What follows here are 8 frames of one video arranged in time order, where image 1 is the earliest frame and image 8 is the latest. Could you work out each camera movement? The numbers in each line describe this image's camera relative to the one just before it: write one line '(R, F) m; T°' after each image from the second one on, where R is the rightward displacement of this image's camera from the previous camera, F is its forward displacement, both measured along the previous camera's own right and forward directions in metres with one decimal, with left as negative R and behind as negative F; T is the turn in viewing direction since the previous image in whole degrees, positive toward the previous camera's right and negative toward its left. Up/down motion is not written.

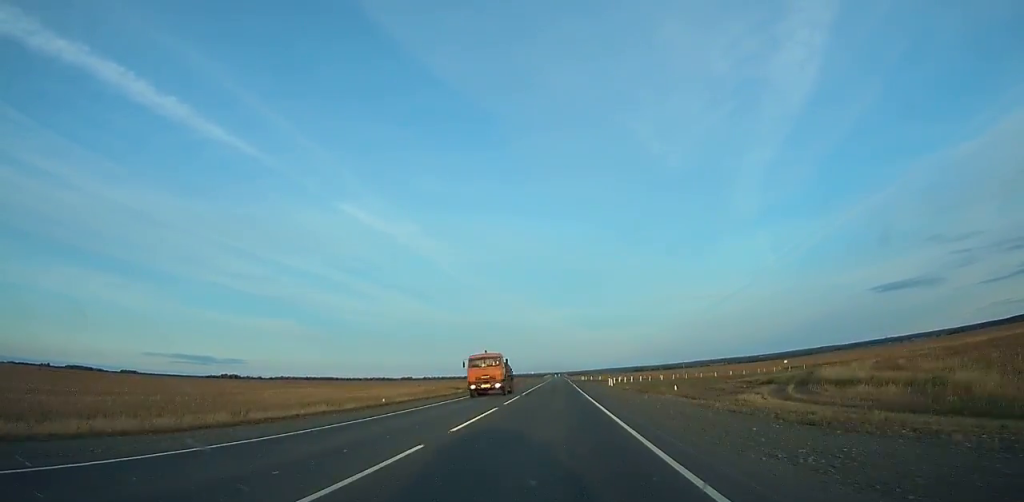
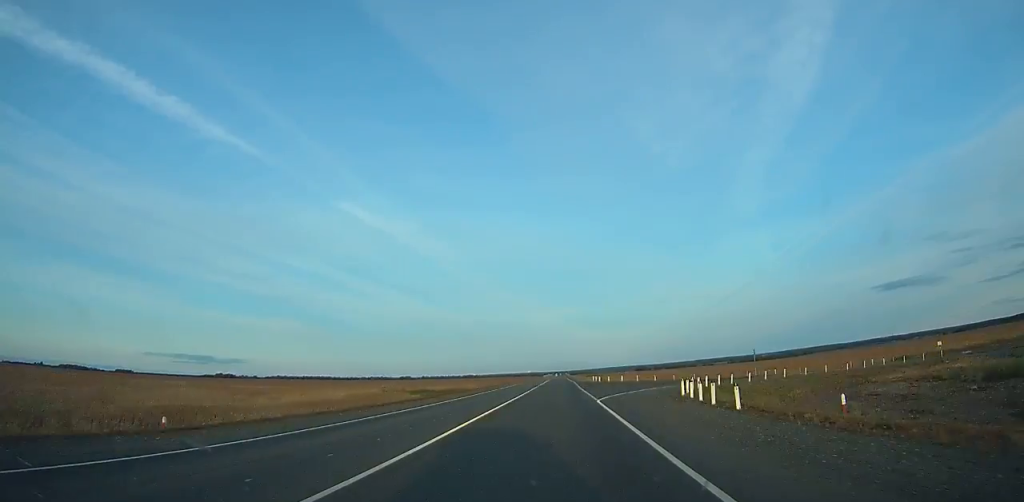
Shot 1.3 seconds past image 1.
(+0.1, +38.1) m; 0°
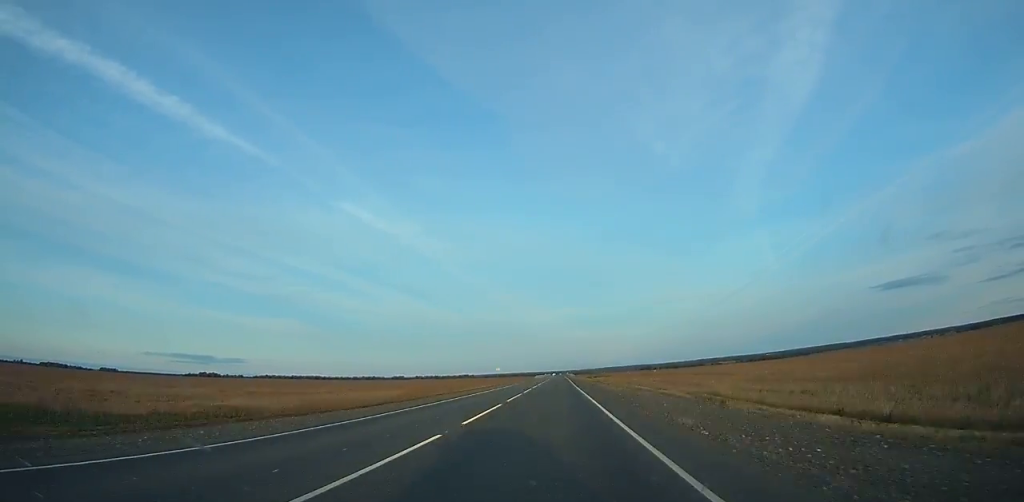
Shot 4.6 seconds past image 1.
(-0.1, +97.5) m; 0°
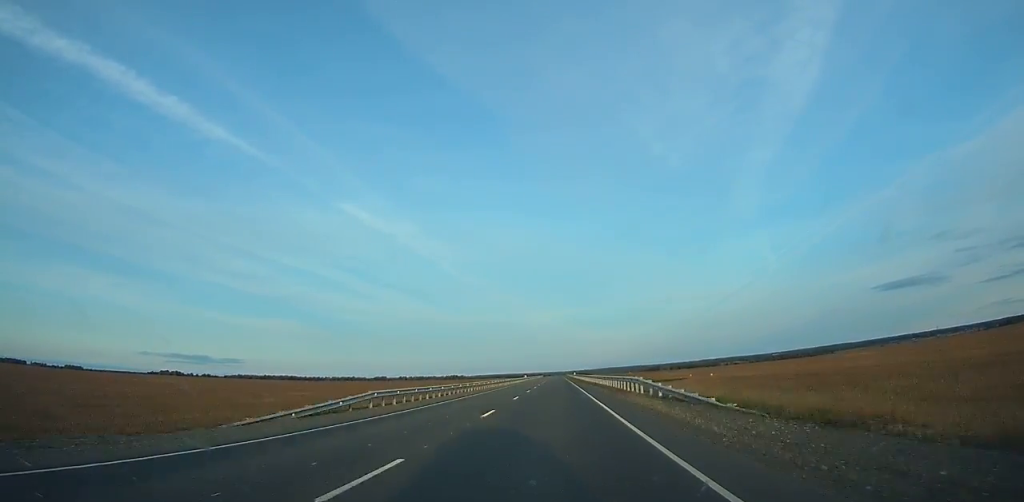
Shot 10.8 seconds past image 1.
(-0.7, +185.3) m; 0°
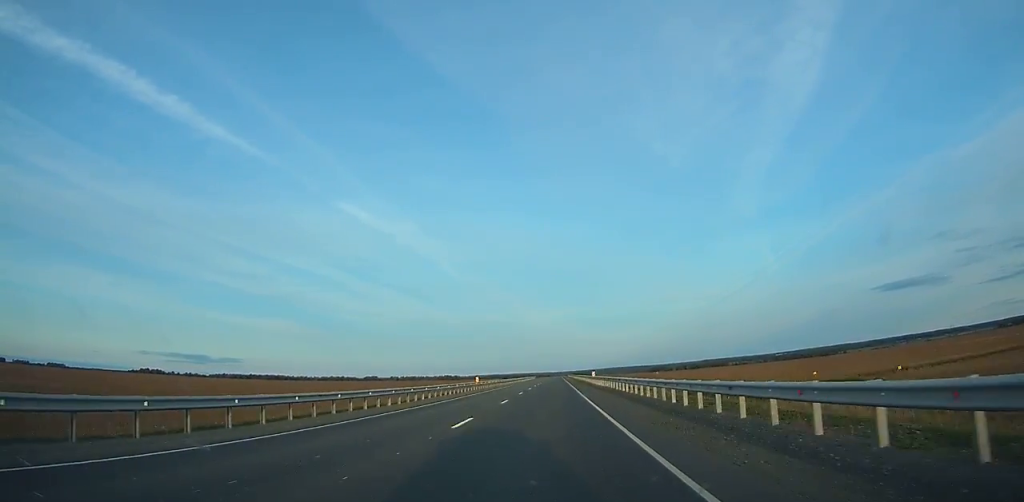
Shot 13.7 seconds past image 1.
(+0.2, +86.8) m; 0°
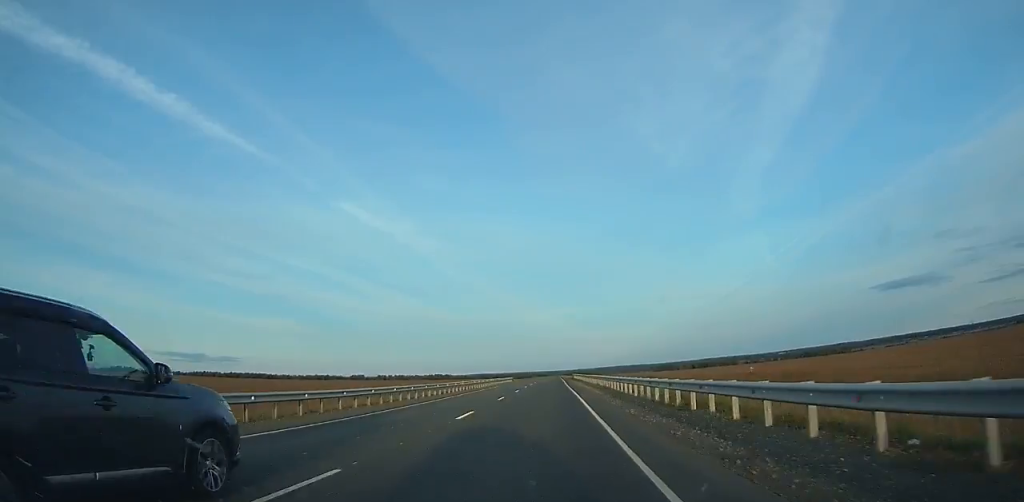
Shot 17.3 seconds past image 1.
(+0.3, +107.4) m; 0°
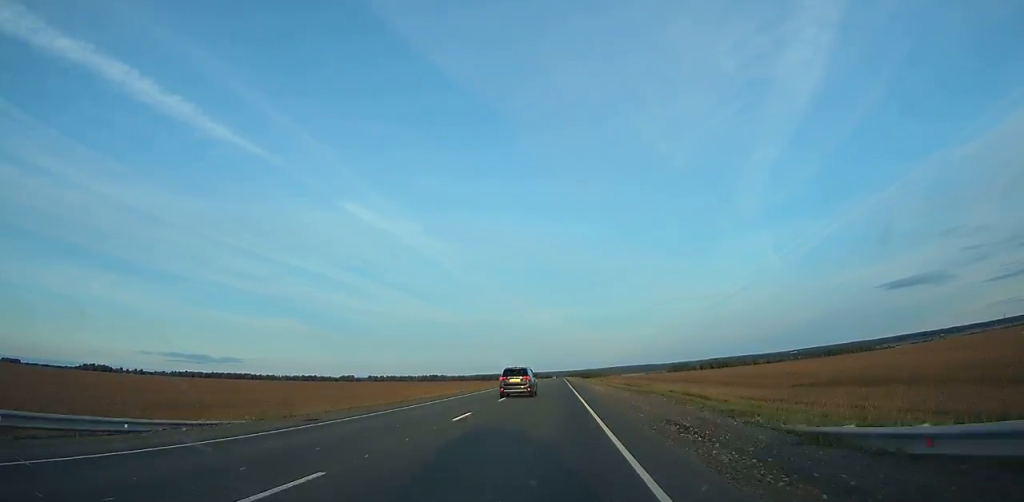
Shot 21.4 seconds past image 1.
(-0.3, +121.8) m; 0°
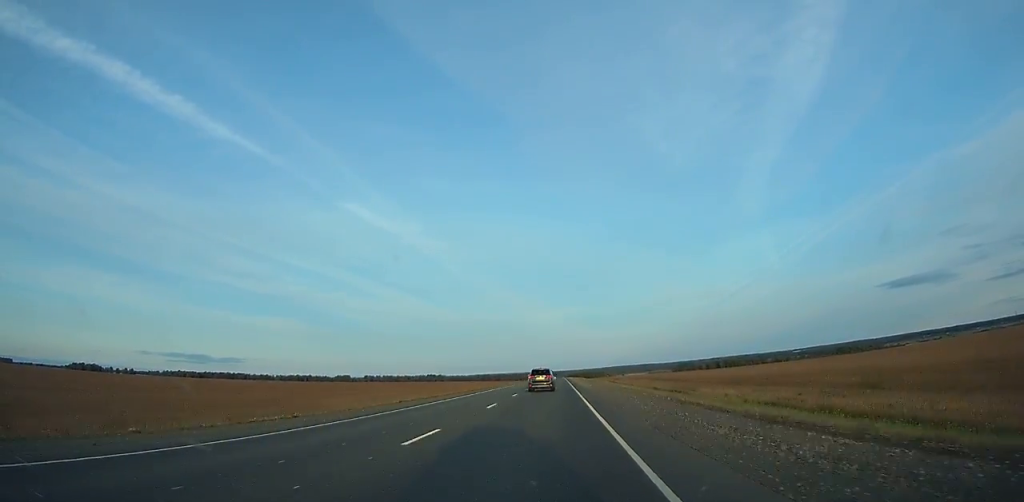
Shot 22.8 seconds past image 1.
(0.0, +41.8) m; 0°
